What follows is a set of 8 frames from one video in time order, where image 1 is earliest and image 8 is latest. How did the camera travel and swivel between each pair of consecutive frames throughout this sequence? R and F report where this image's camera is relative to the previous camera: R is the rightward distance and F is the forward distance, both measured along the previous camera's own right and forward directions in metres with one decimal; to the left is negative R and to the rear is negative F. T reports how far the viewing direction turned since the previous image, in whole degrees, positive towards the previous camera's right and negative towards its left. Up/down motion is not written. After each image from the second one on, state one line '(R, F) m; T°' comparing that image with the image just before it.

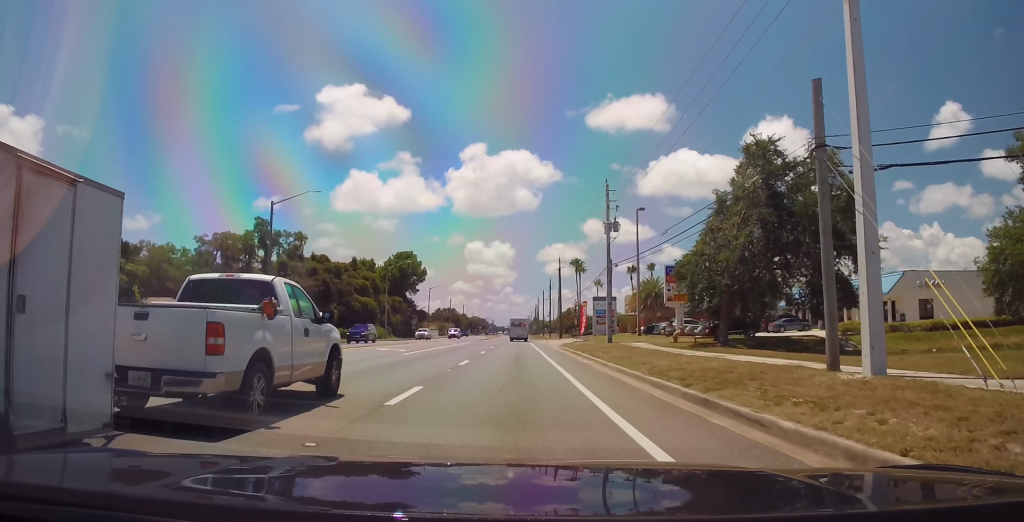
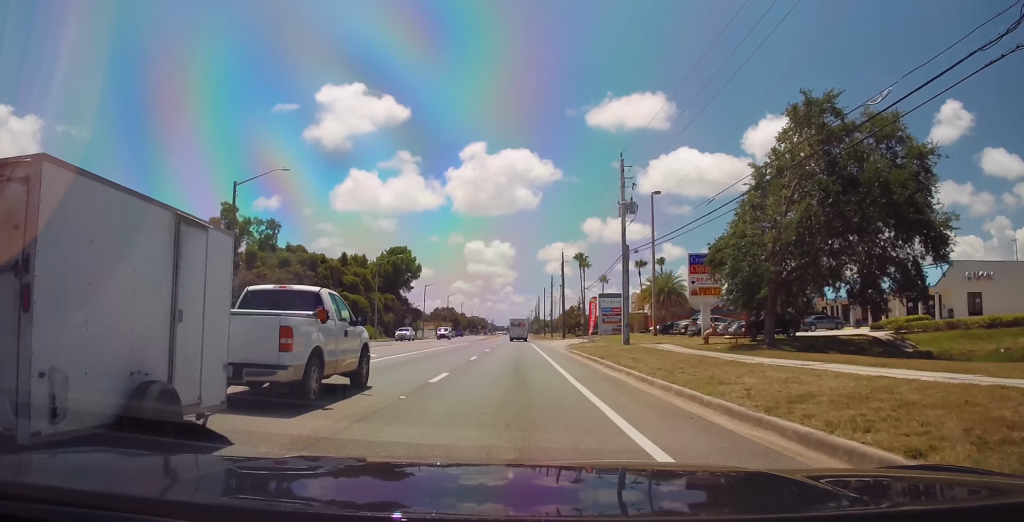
(0.0, +7.5) m; 0°
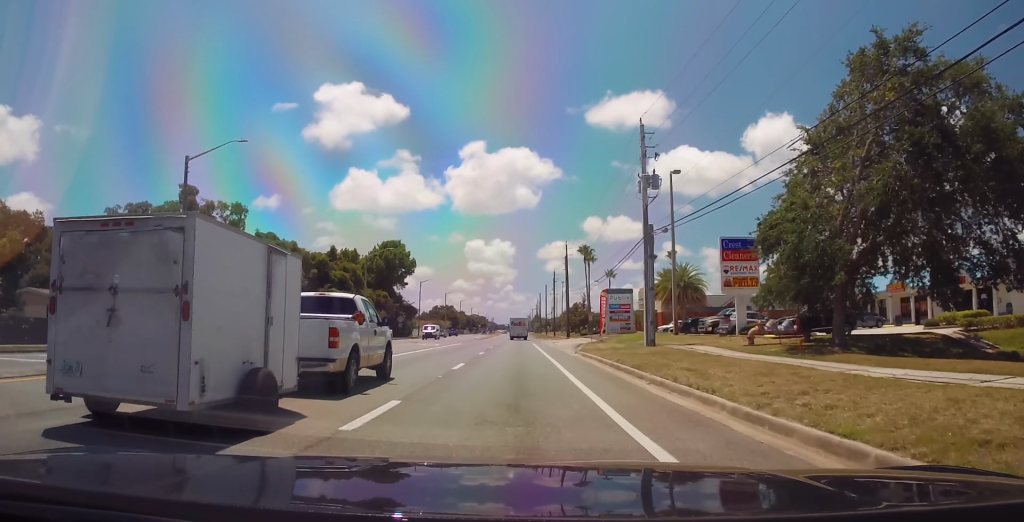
(0.0, +7.5) m; 0°
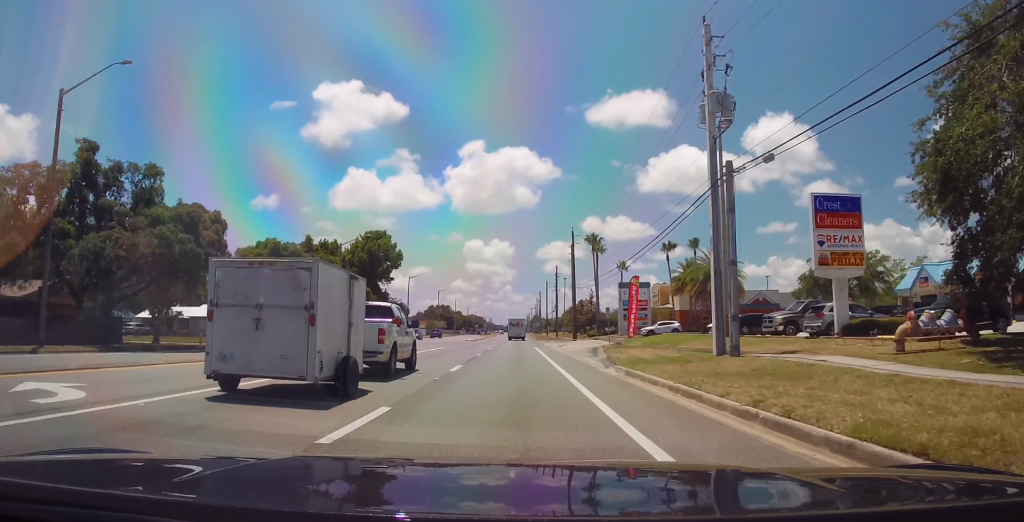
(0.0, +12.9) m; -2°
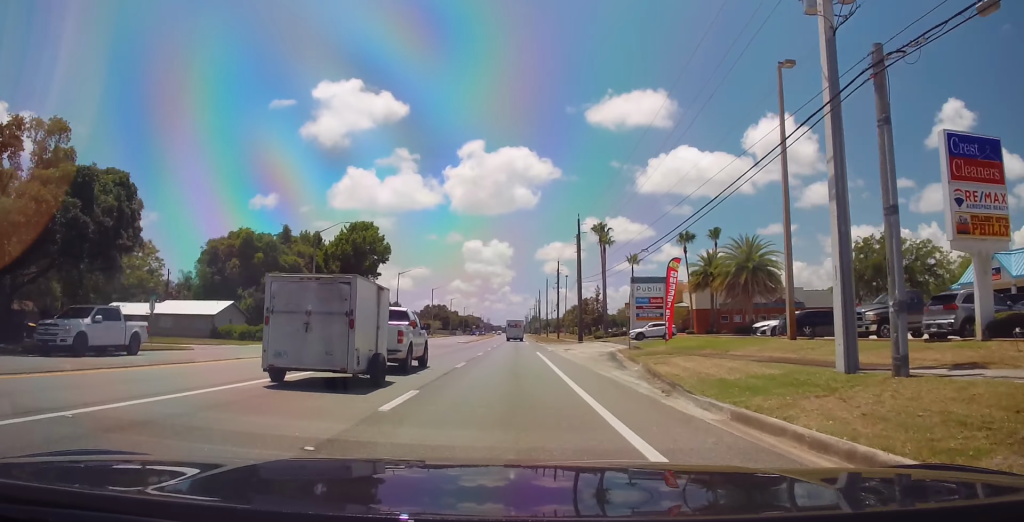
(-0.3, +9.2) m; 0°
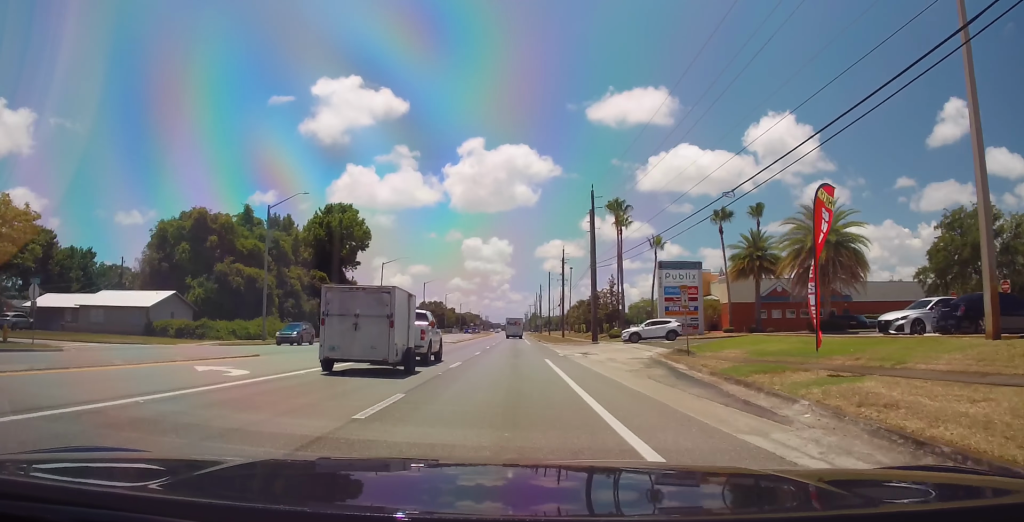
(+0.1, +13.1) m; +1°
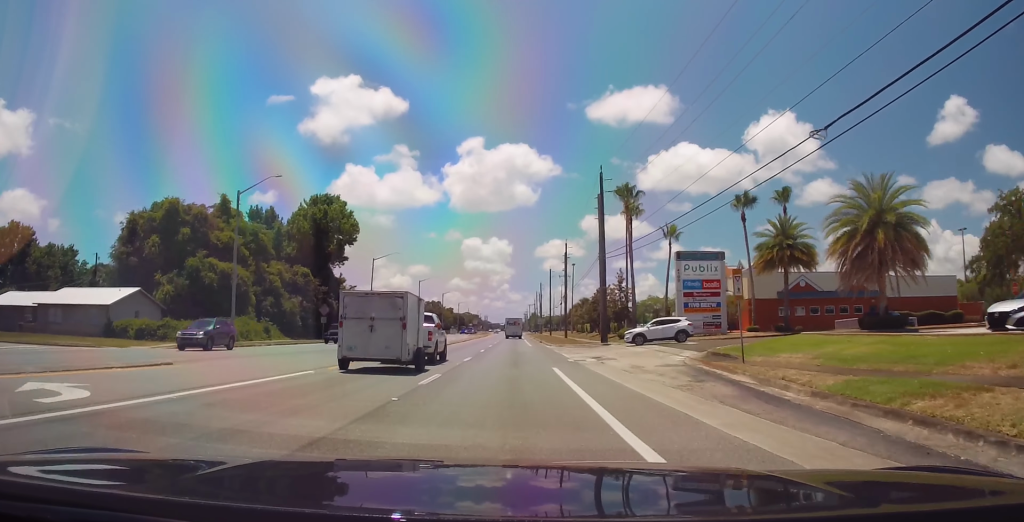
(+0.1, +6.1) m; +1°
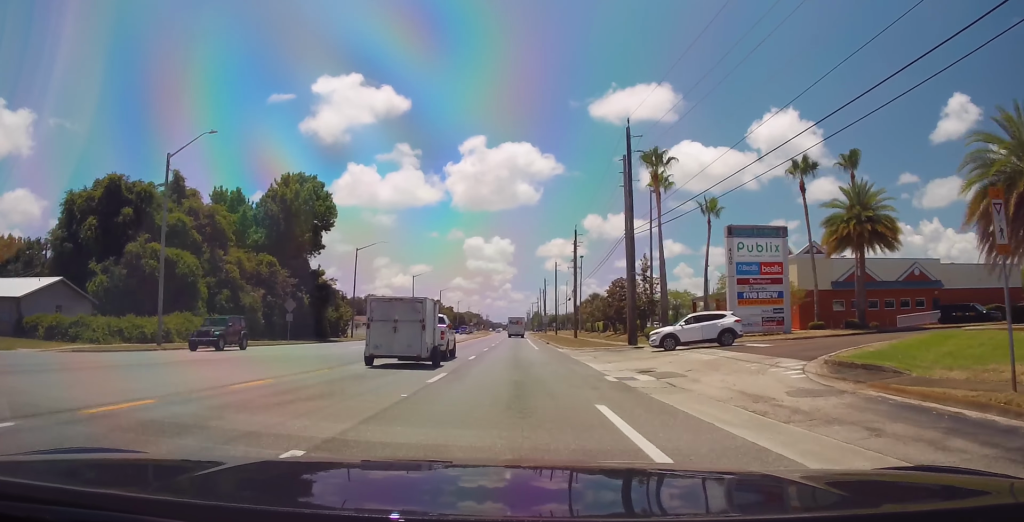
(0.0, +11.1) m; 0°
